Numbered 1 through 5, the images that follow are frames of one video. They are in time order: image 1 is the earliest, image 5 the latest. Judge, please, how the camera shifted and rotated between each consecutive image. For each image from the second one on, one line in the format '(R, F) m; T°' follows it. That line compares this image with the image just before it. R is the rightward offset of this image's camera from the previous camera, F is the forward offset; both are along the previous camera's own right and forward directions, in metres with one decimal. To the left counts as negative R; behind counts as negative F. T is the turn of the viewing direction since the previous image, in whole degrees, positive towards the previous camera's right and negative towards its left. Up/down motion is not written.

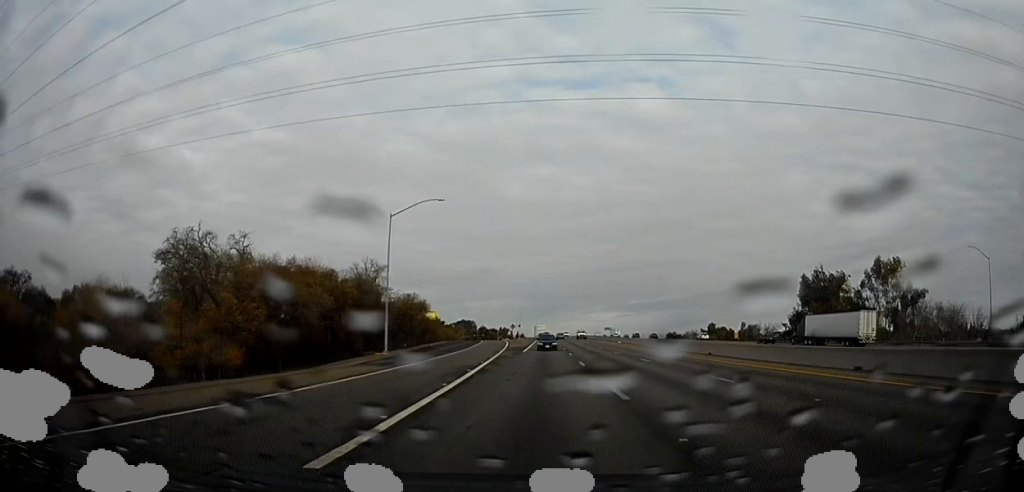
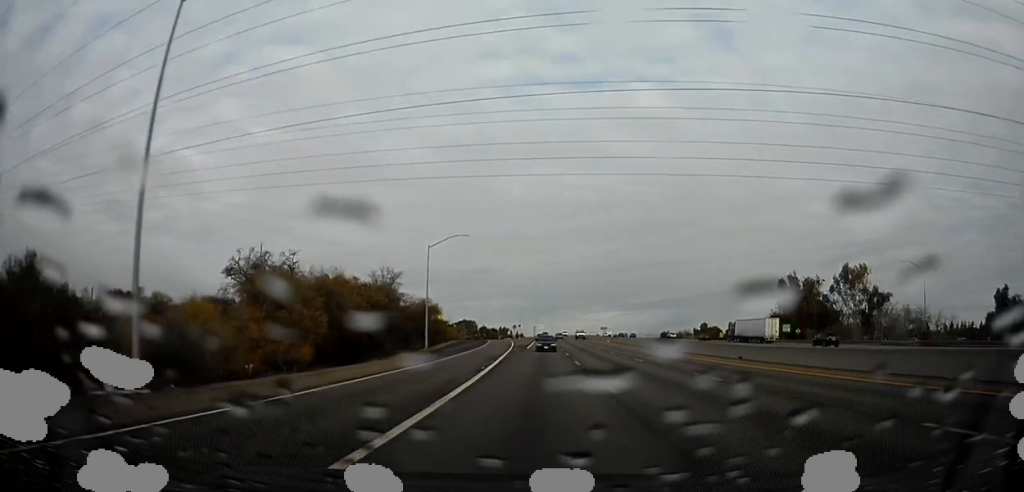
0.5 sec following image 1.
(0.0, +15.8) m; 0°
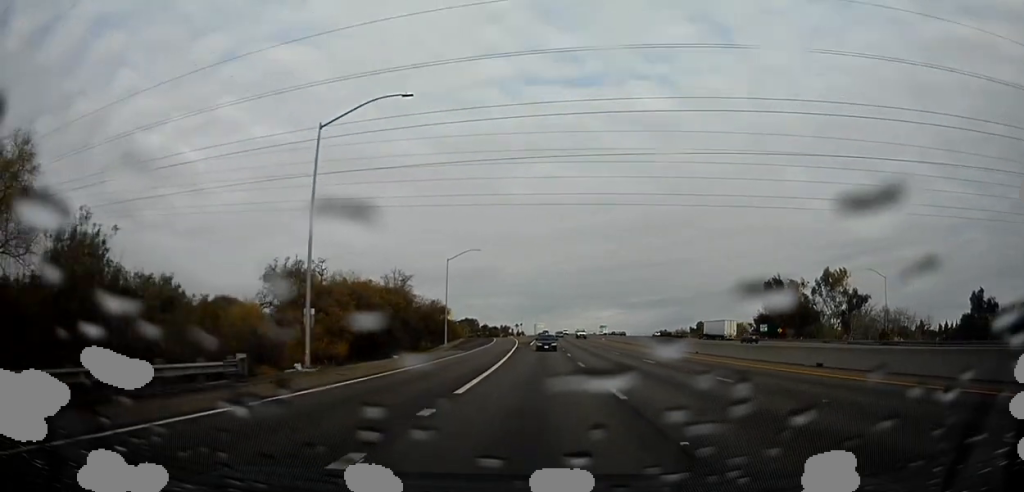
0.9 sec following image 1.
(+0.1, +12.2) m; 0°
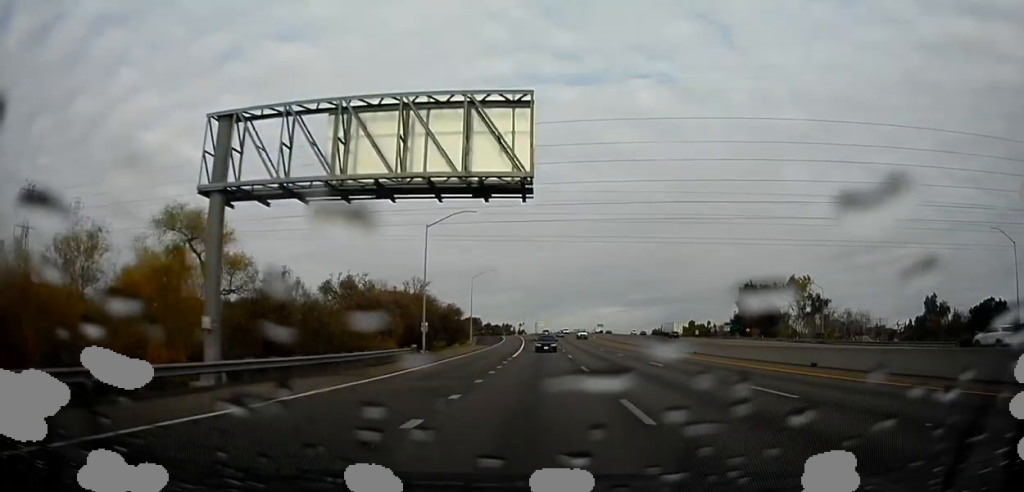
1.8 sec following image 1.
(0.0, +26.0) m; 0°
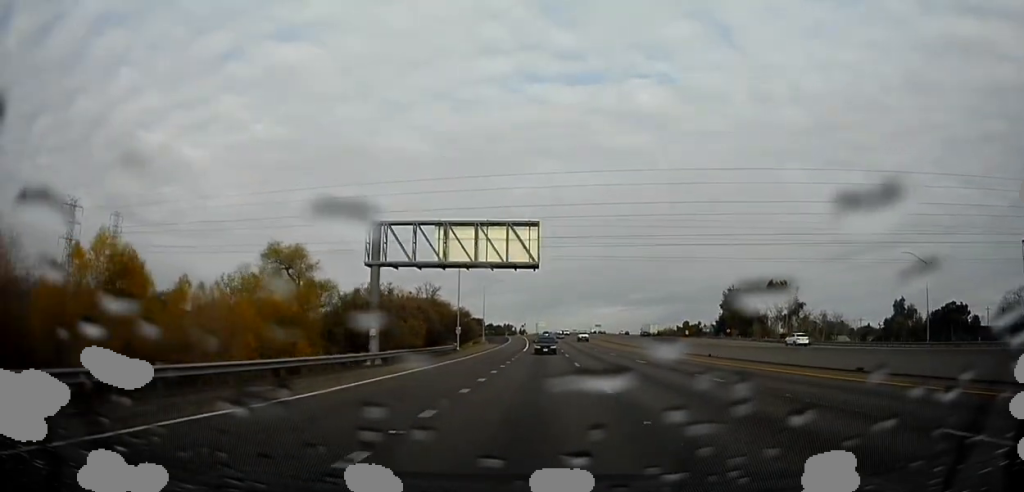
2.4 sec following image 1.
(0.0, +19.9) m; 0°
